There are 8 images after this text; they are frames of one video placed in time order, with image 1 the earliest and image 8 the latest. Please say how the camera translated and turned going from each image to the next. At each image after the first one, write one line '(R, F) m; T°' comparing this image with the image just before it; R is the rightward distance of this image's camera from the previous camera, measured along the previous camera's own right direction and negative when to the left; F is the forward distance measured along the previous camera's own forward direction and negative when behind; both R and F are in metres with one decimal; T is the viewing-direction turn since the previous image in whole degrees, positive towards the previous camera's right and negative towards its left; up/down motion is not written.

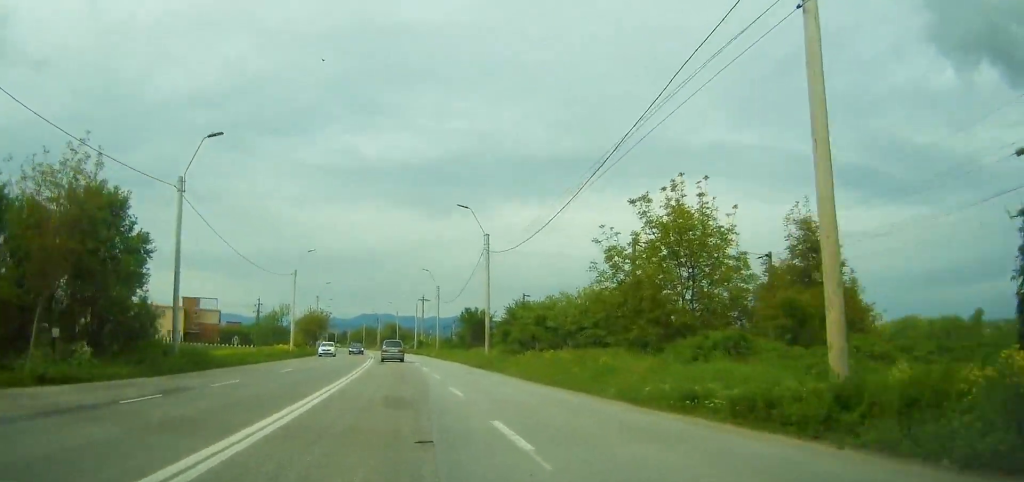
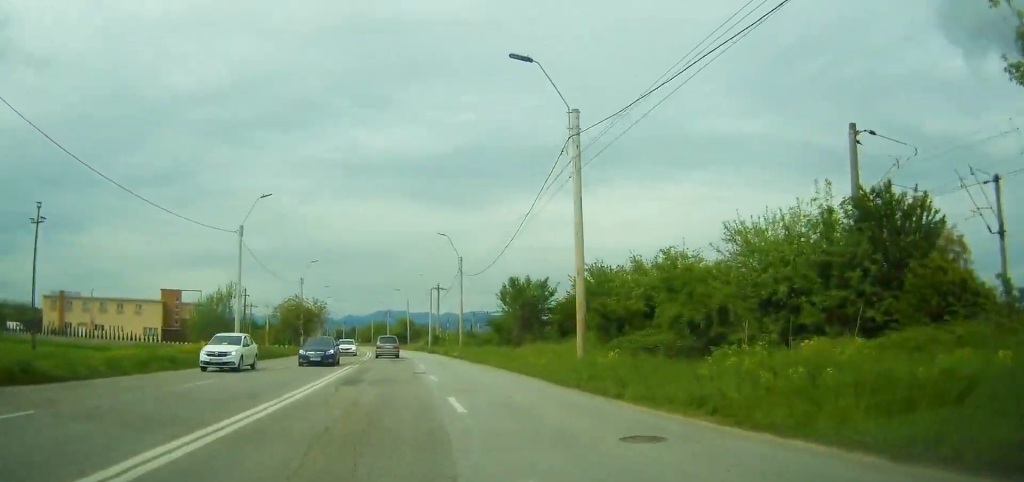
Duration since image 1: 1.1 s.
(-0.4, +23.1) m; -2°
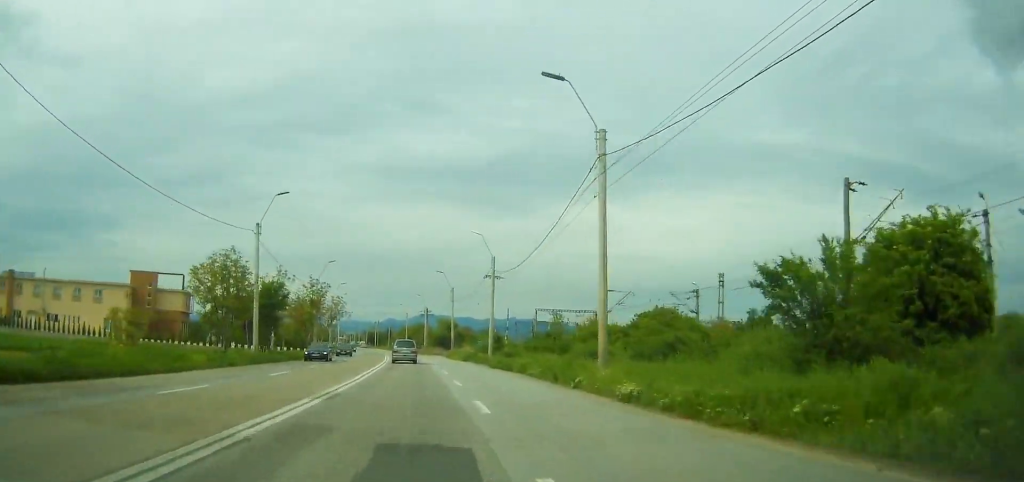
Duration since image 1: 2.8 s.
(-0.8, +35.6) m; -2°
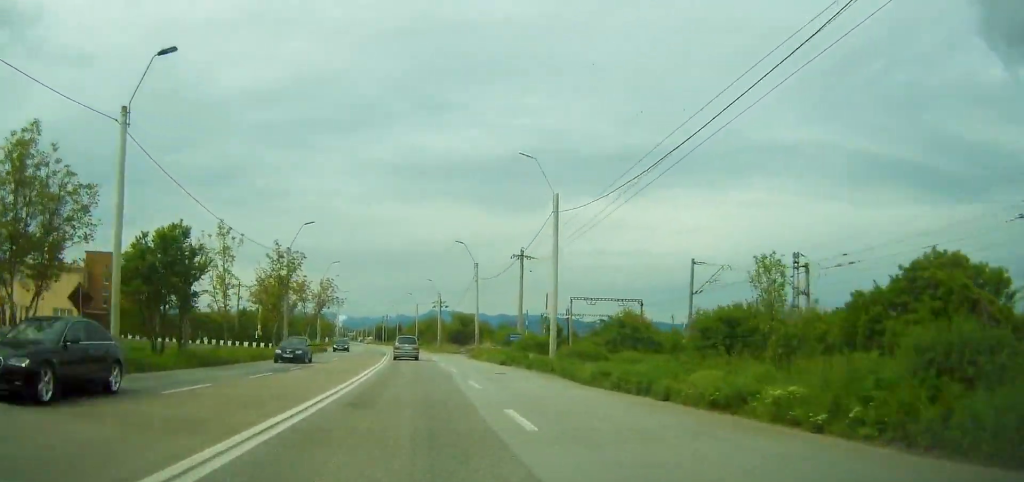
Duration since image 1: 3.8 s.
(-0.2, +20.9) m; -1°
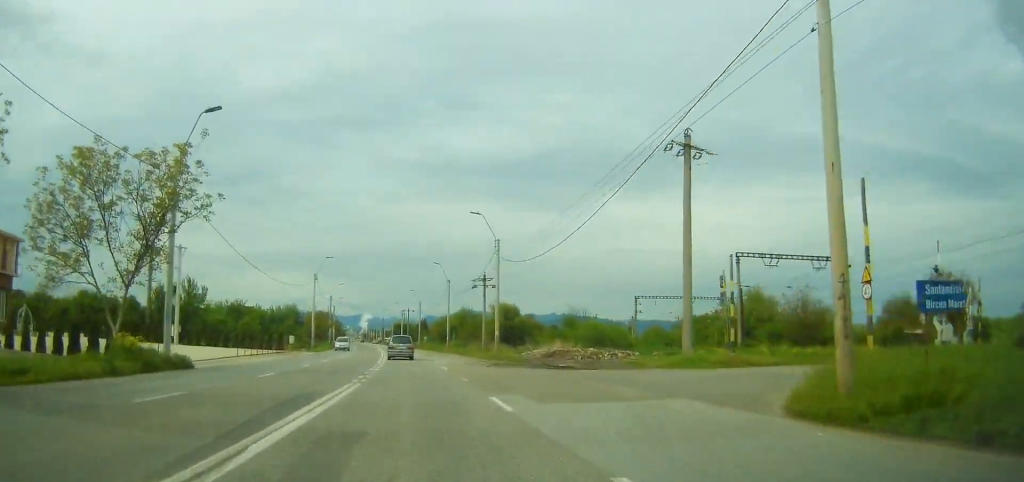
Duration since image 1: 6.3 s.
(-1.1, +51.3) m; -3°
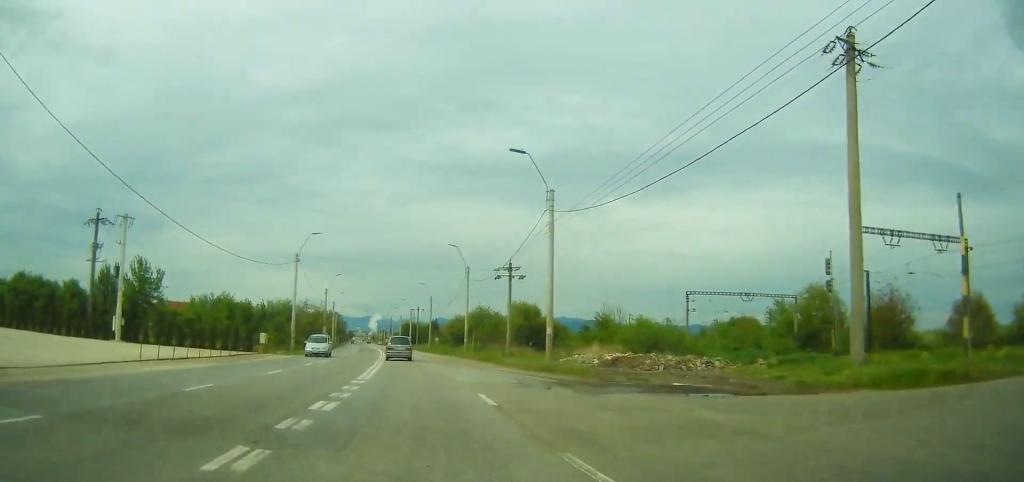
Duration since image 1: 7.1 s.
(-0.2, +16.5) m; -1°
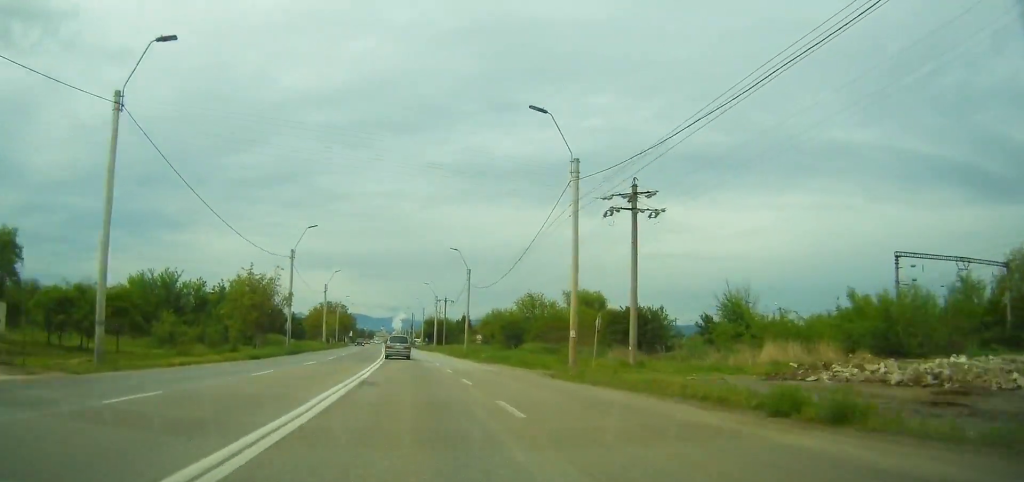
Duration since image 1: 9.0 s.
(-0.8, +39.2) m; -2°
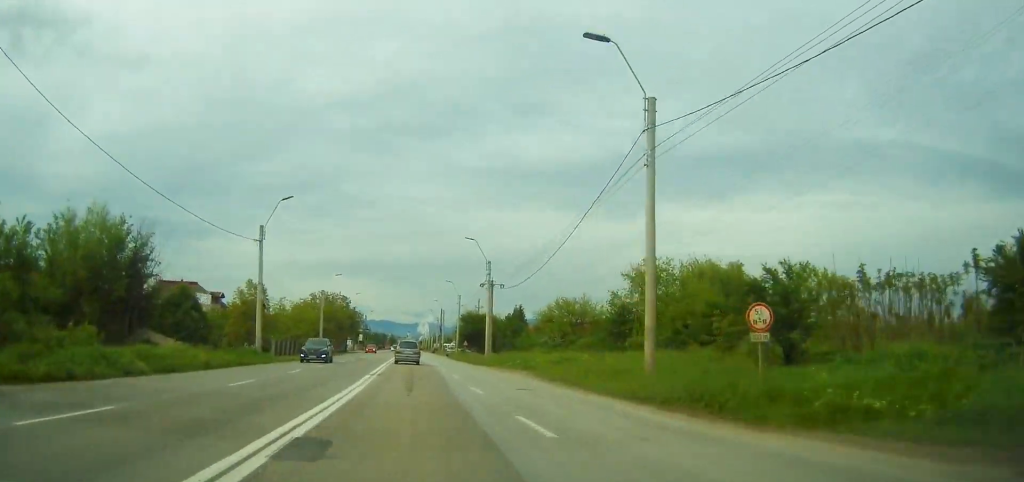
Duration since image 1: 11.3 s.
(-1.1, +47.4) m; -2°
